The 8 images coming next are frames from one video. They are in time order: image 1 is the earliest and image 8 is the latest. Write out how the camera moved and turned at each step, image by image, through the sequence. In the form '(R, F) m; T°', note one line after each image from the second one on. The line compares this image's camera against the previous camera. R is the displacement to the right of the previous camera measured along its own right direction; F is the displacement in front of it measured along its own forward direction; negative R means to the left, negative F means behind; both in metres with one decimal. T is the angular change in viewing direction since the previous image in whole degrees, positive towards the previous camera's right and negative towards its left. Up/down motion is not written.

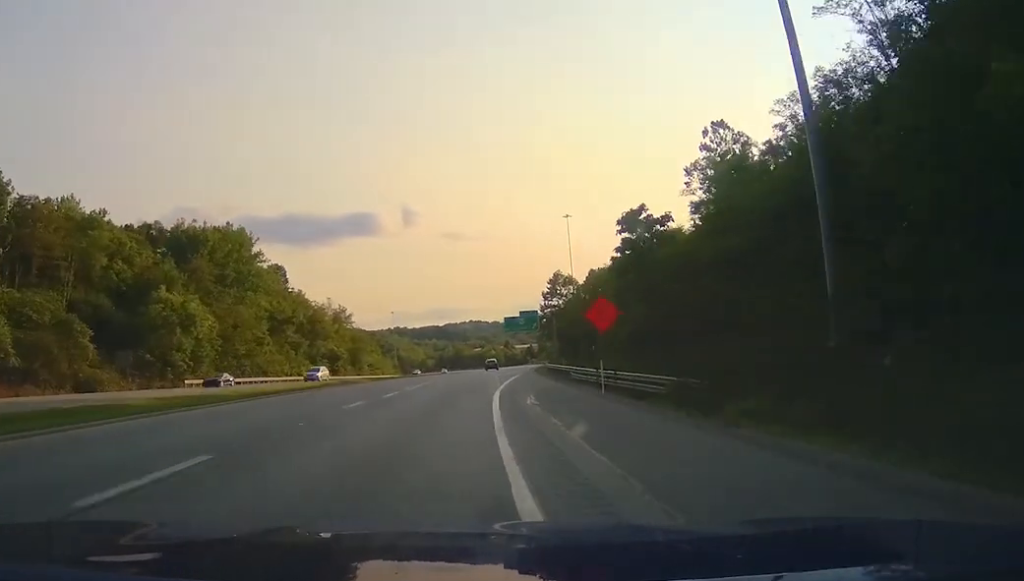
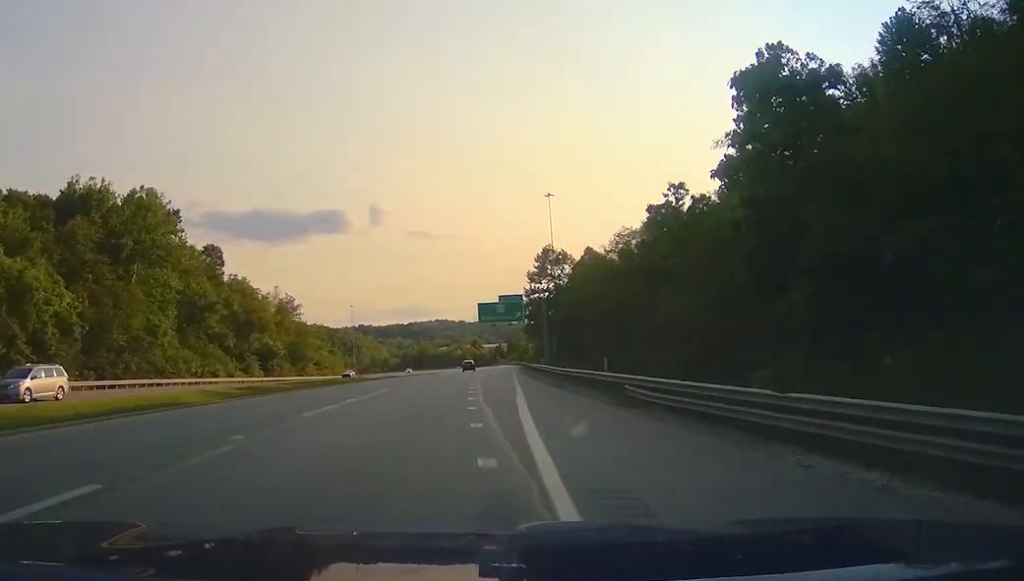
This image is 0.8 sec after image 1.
(+0.2, +26.8) m; +2°
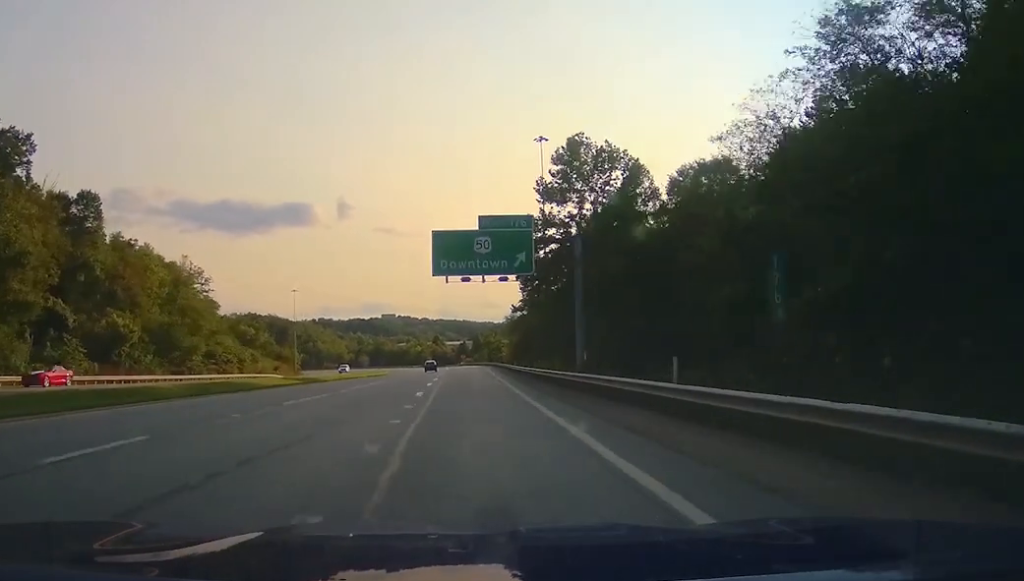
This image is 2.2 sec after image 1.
(+2.6, +44.6) m; +6°
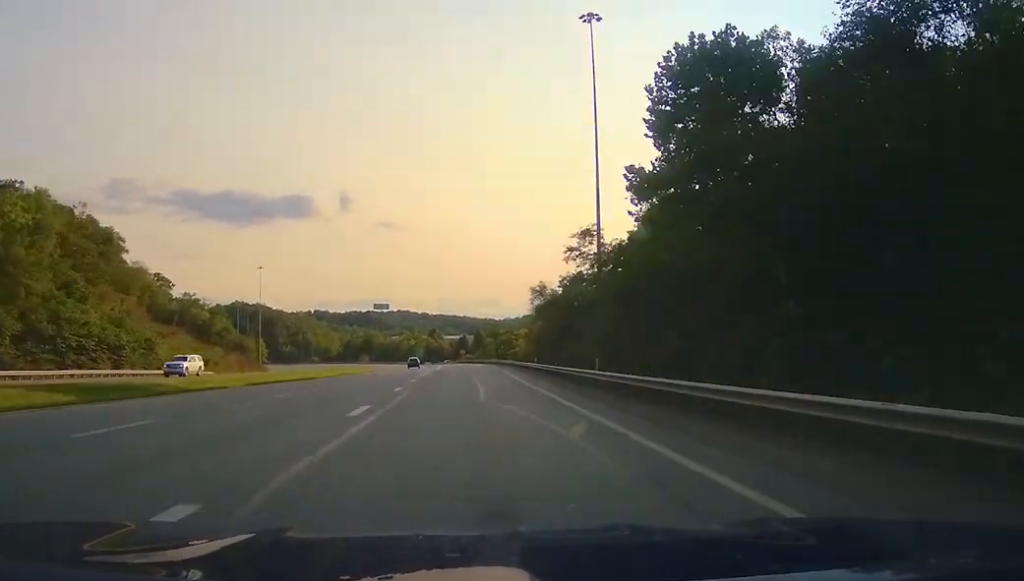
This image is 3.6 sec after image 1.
(+1.0, +46.7) m; +1°
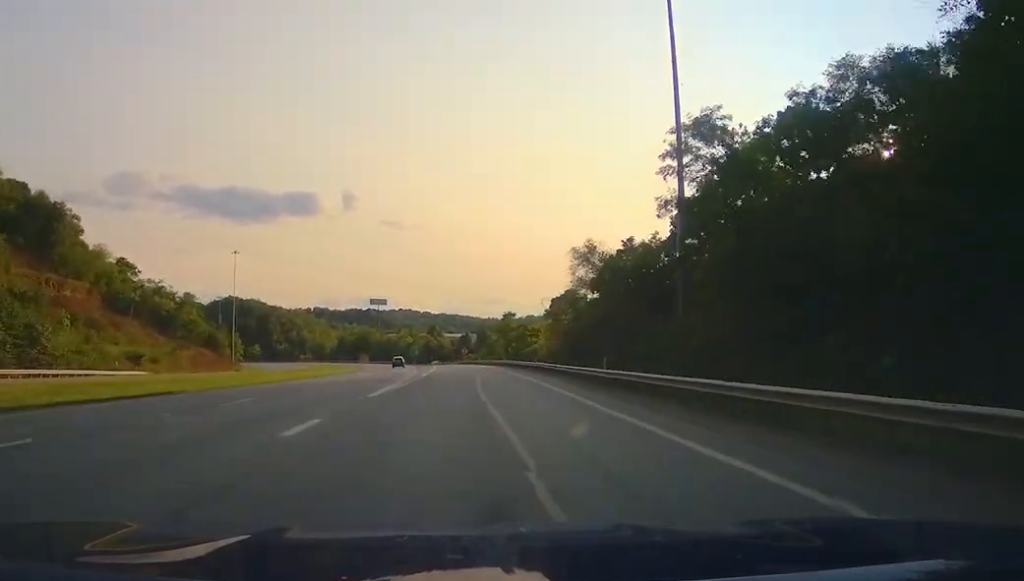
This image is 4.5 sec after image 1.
(0.0, +28.1) m; 0°
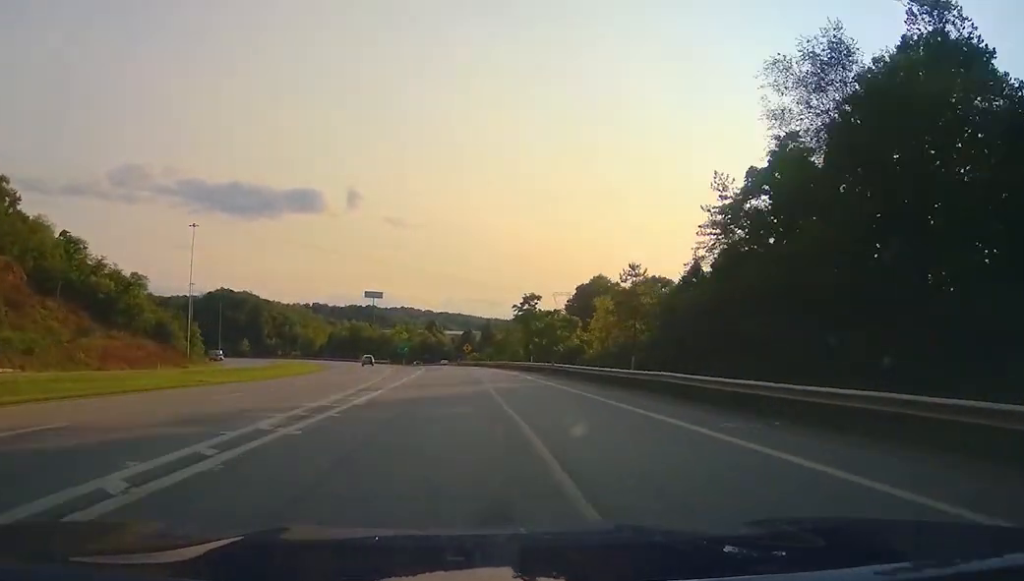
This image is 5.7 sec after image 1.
(-0.1, +34.2) m; -1°
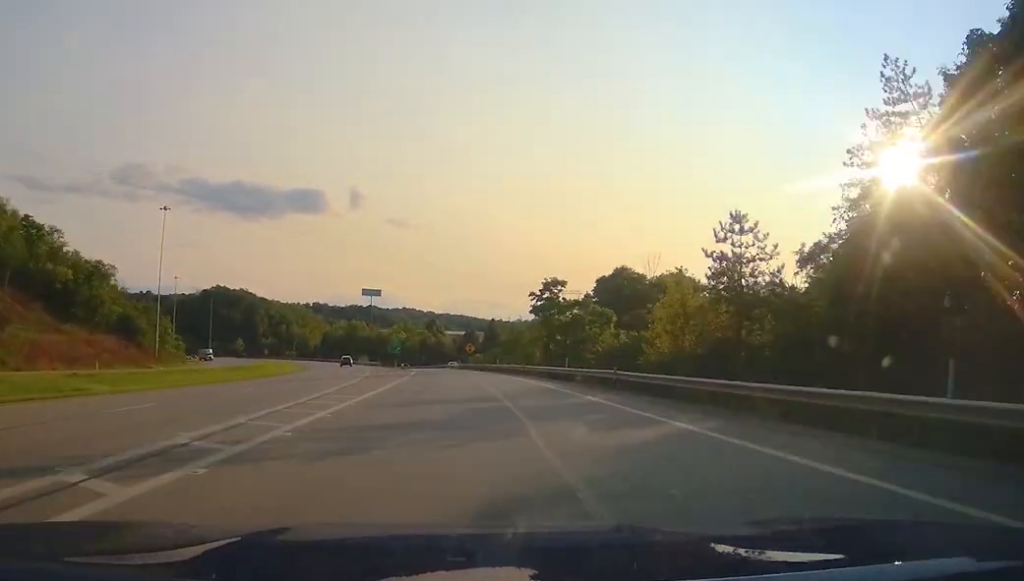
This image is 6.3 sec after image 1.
(0.0, +18.4) m; -1°
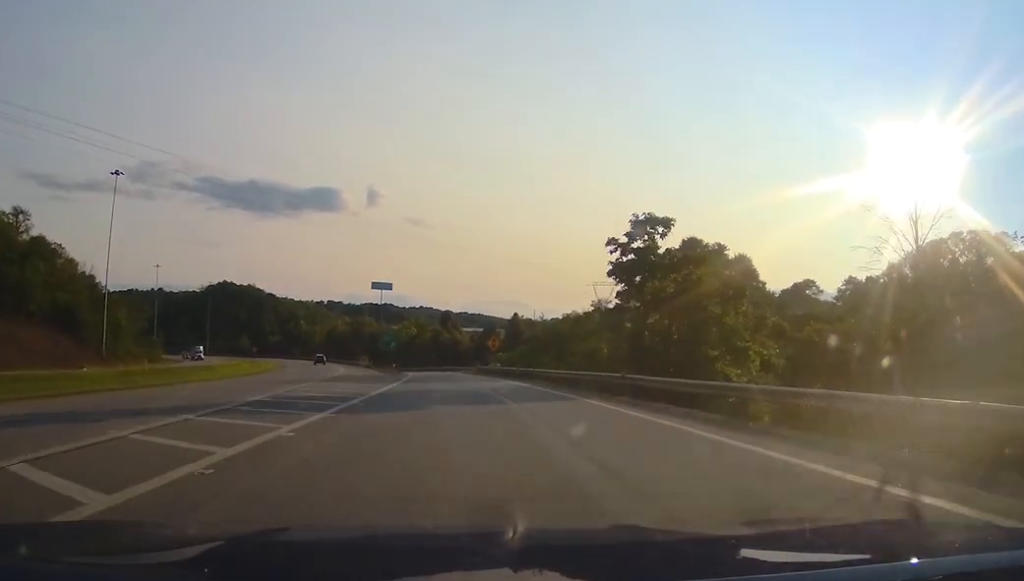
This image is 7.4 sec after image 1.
(-0.6, +29.7) m; -2°
